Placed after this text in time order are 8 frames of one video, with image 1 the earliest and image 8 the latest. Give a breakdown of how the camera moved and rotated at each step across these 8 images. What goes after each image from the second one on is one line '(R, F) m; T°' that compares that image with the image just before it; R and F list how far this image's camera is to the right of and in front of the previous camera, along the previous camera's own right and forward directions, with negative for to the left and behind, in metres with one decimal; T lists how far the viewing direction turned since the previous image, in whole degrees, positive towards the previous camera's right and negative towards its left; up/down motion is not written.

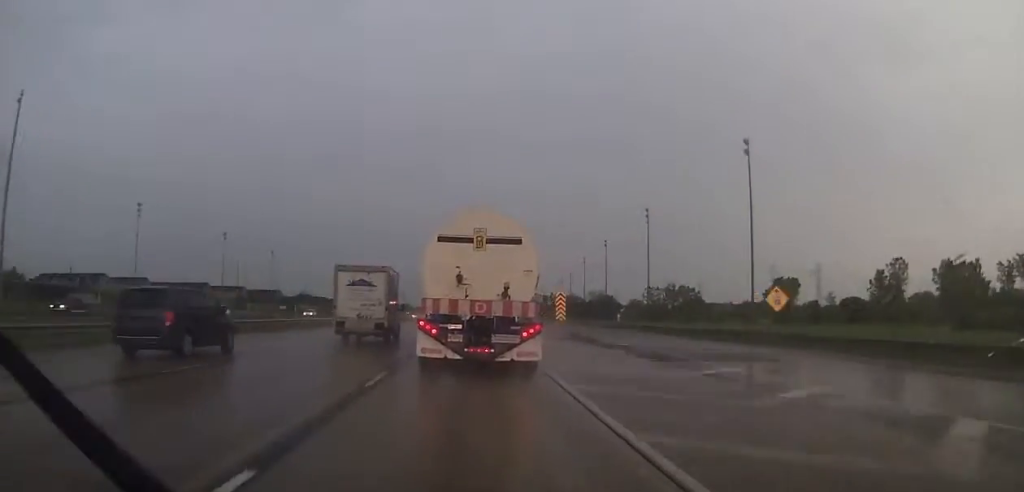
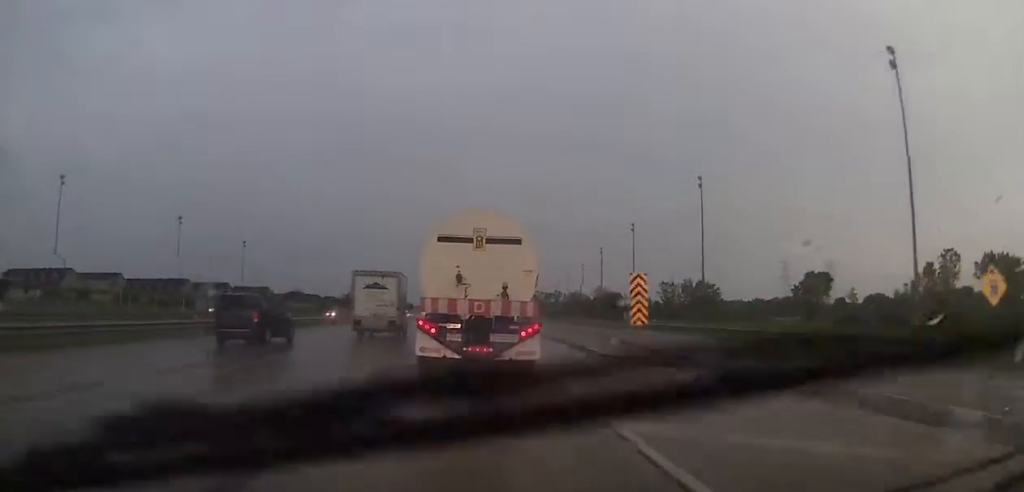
(0.0, +20.6) m; 0°
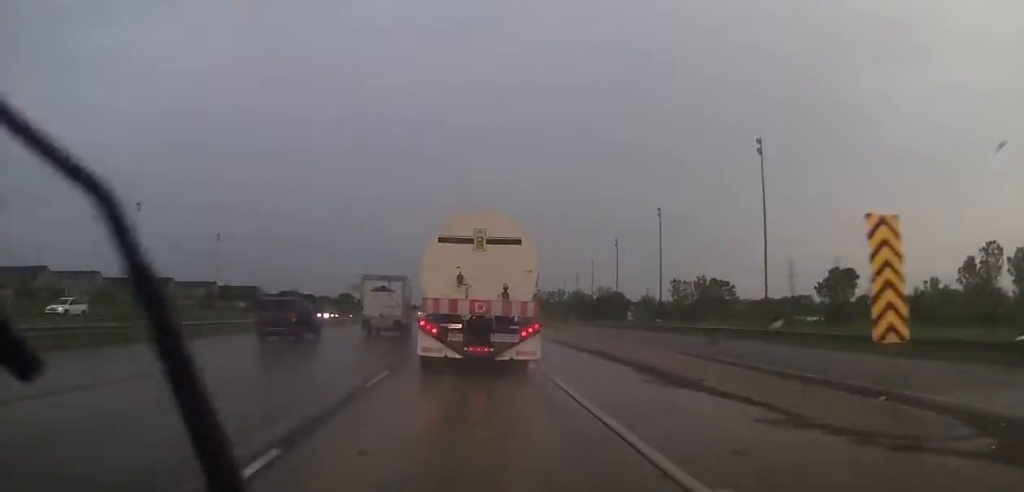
(0.0, +14.7) m; 0°
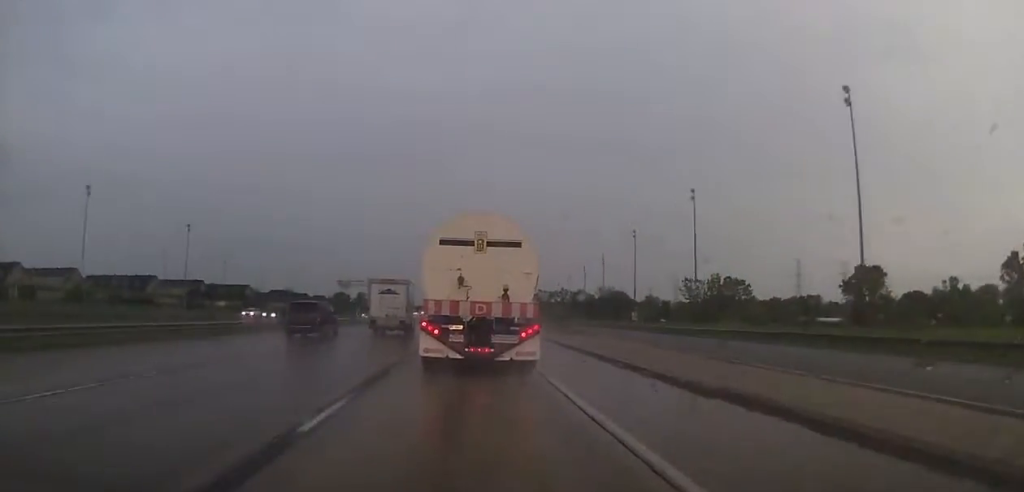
(+0.2, +13.9) m; 0°
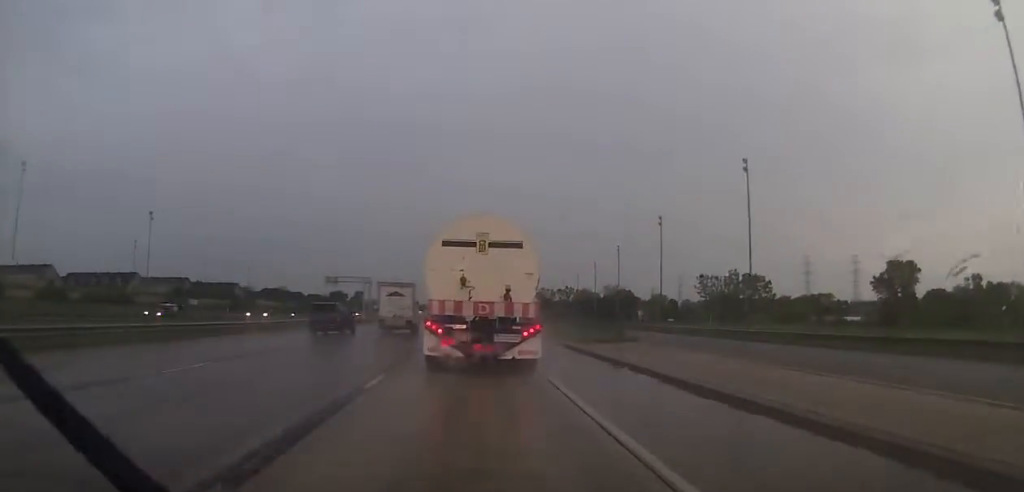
(-0.1, +14.7) m; 0°
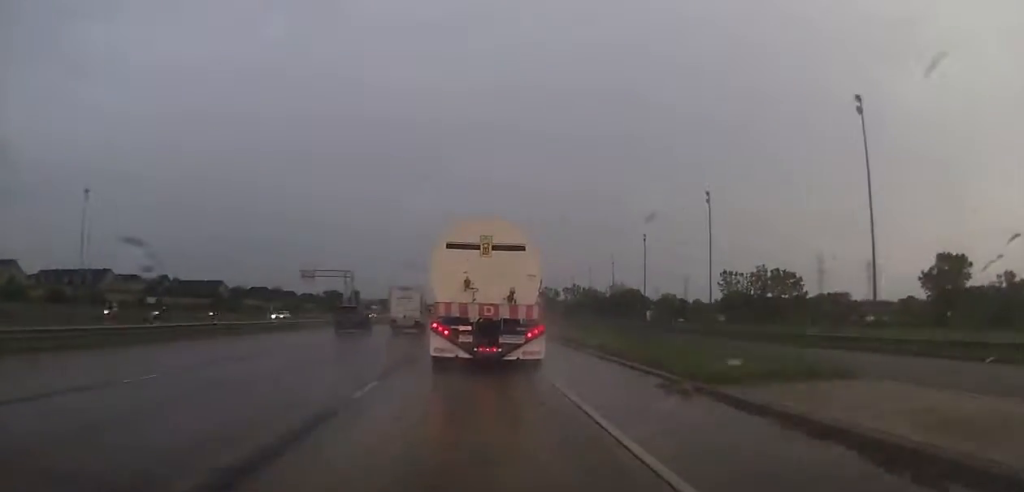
(0.0, +19.2) m; 0°
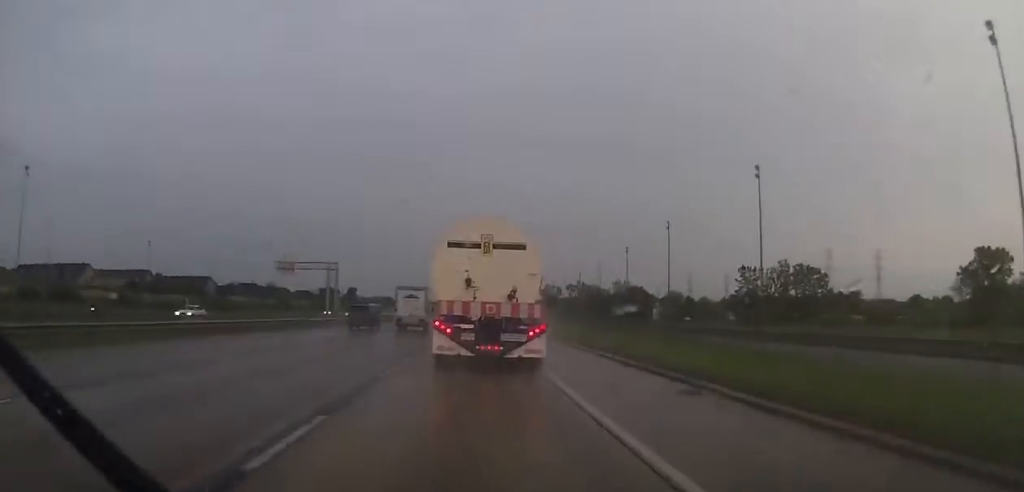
(+0.3, +13.4) m; 0°
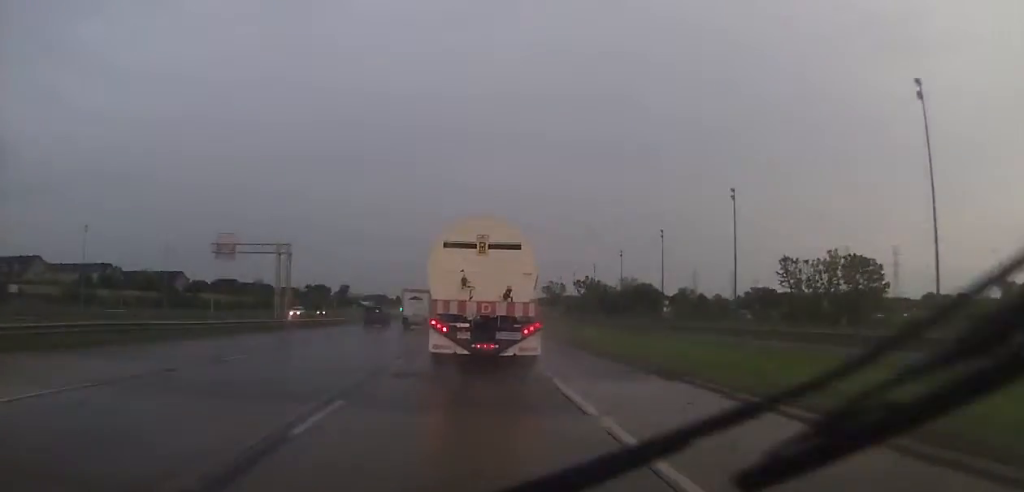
(-0.6, +25.5) m; 0°
